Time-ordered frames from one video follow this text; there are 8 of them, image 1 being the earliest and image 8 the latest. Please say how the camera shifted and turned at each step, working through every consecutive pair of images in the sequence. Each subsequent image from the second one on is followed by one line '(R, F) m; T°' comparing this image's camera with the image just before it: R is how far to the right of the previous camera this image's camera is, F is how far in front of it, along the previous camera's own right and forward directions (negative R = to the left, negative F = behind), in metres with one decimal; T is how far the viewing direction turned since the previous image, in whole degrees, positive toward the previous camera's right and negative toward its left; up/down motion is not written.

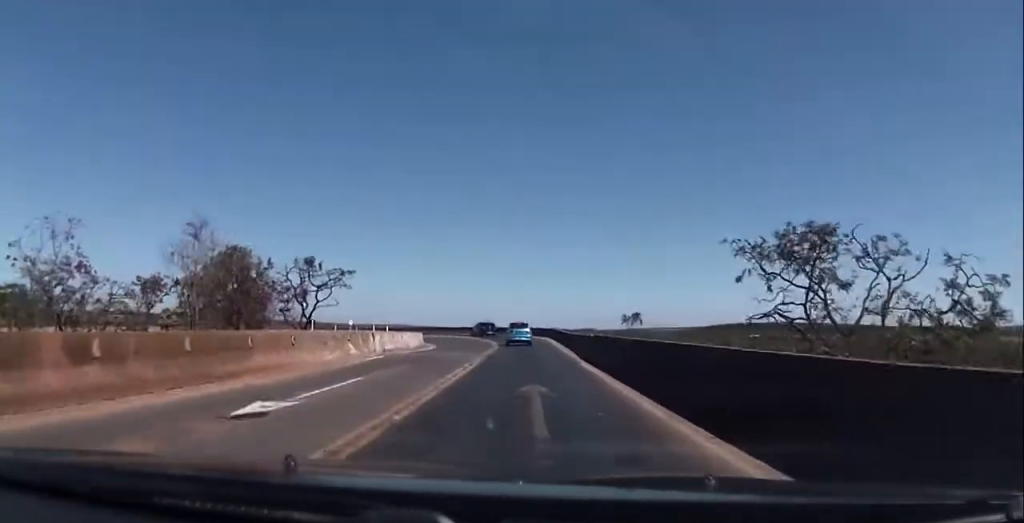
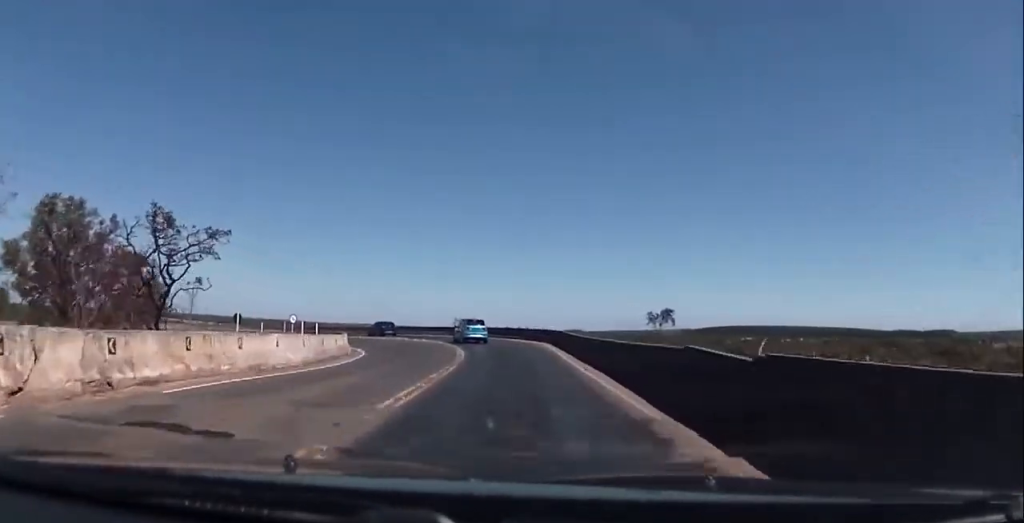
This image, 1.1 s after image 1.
(+1.3, +19.7) m; +6°
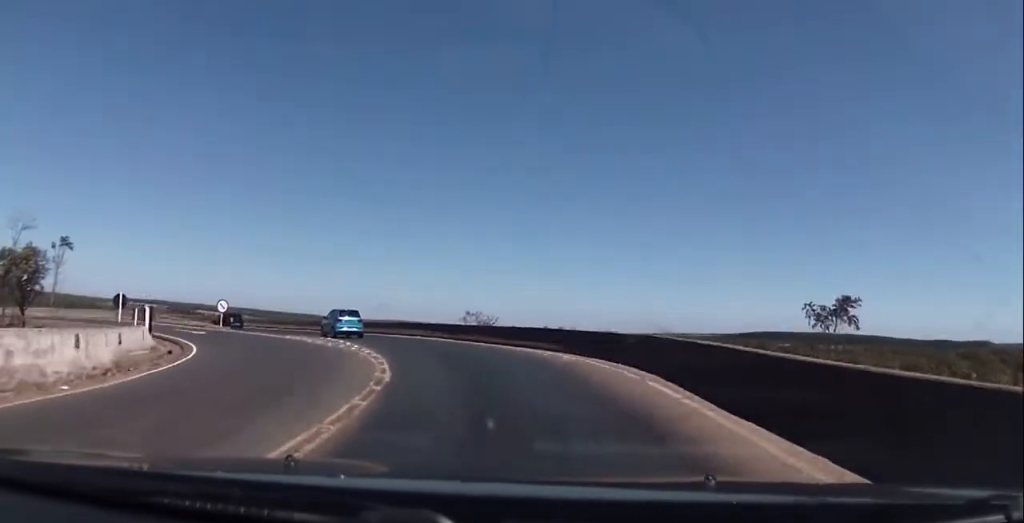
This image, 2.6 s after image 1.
(+0.8, +25.9) m; +2°
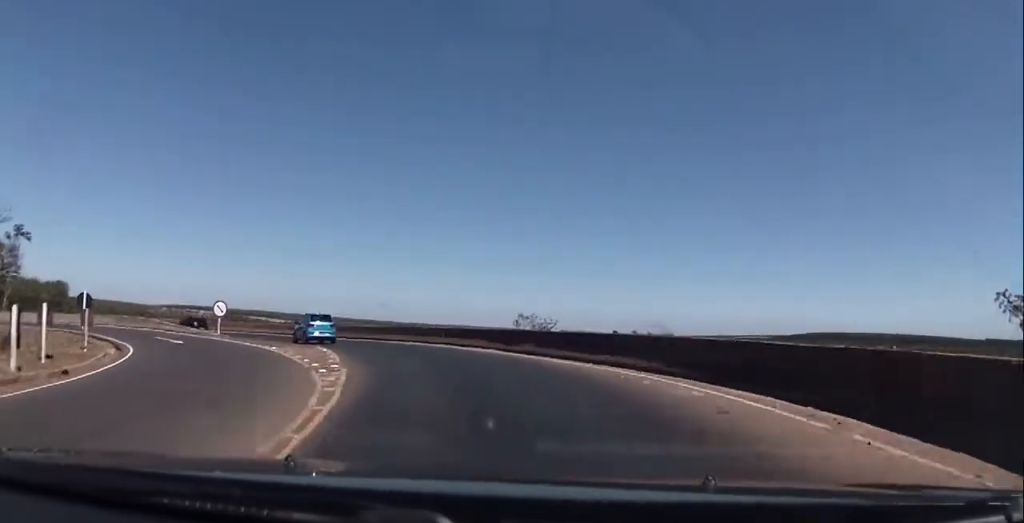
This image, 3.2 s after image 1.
(0.0, +10.0) m; -1°
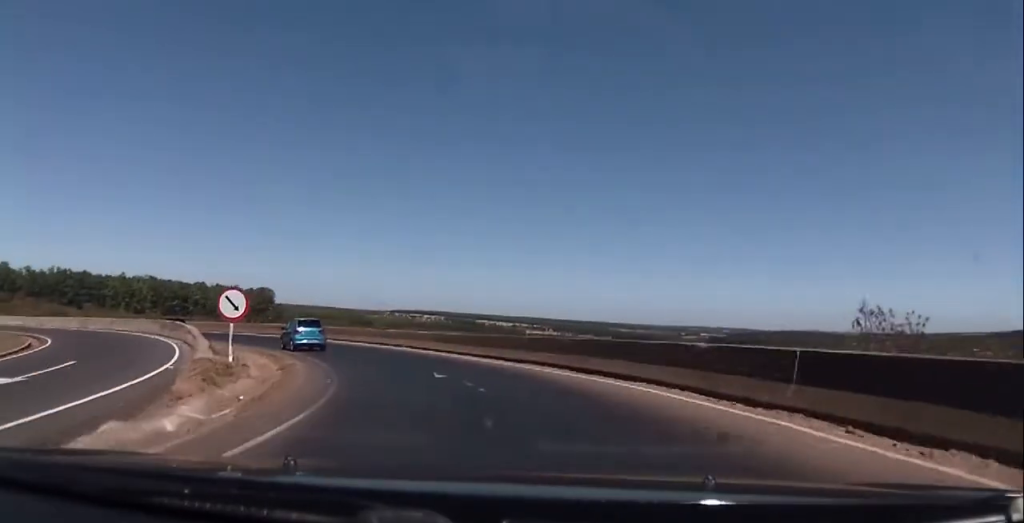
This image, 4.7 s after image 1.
(-1.3, +26.0) m; -9°
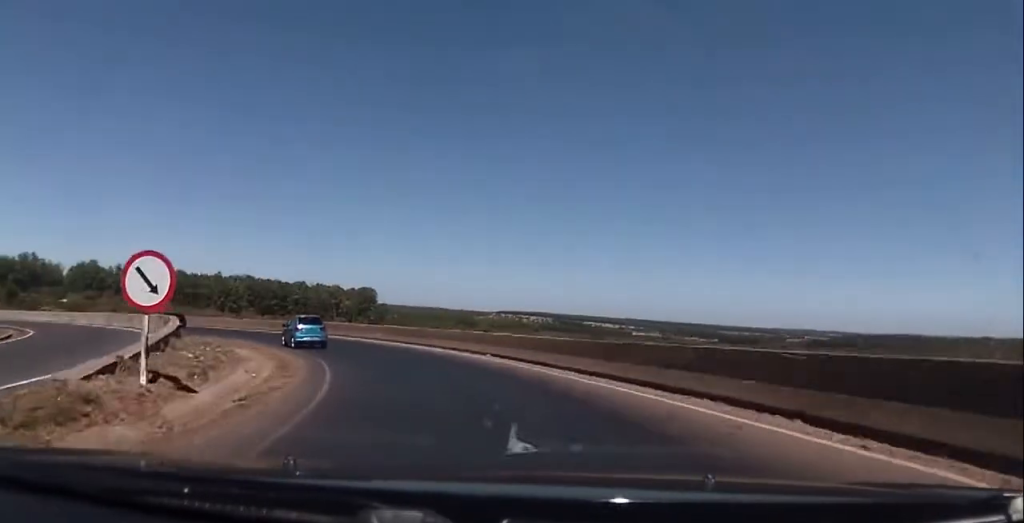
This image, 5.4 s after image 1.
(-0.2, +10.7) m; -7°
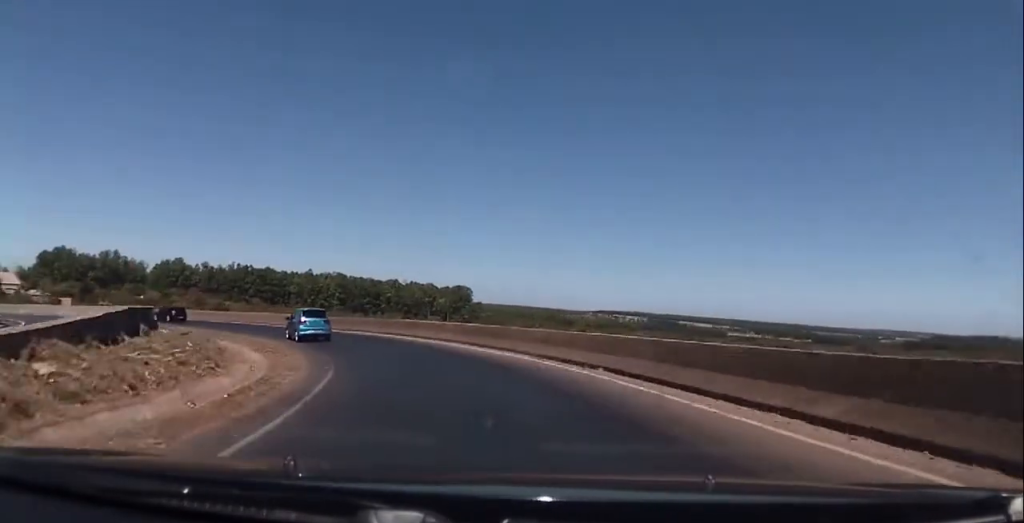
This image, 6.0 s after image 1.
(-1.0, +9.1) m; -8°
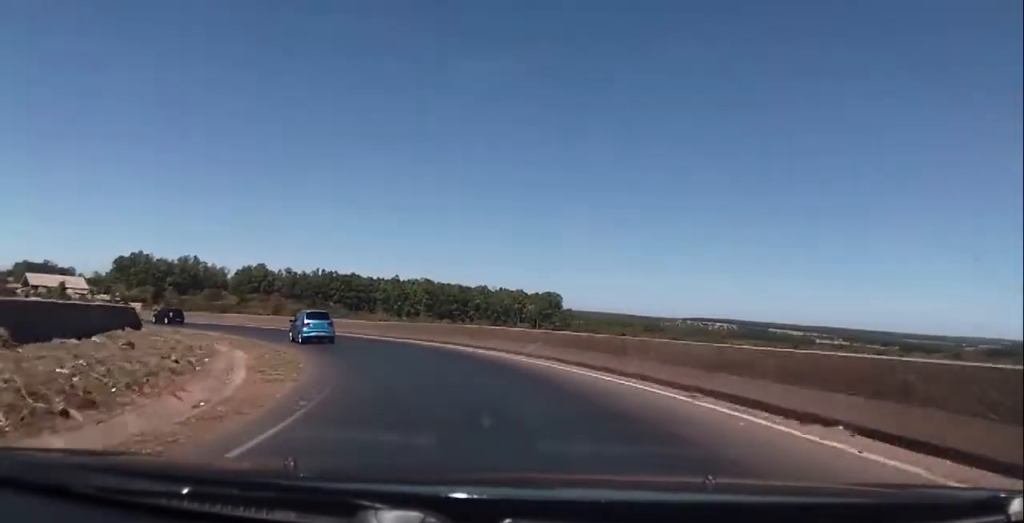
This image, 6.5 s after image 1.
(-0.4, +8.6) m; -8°
